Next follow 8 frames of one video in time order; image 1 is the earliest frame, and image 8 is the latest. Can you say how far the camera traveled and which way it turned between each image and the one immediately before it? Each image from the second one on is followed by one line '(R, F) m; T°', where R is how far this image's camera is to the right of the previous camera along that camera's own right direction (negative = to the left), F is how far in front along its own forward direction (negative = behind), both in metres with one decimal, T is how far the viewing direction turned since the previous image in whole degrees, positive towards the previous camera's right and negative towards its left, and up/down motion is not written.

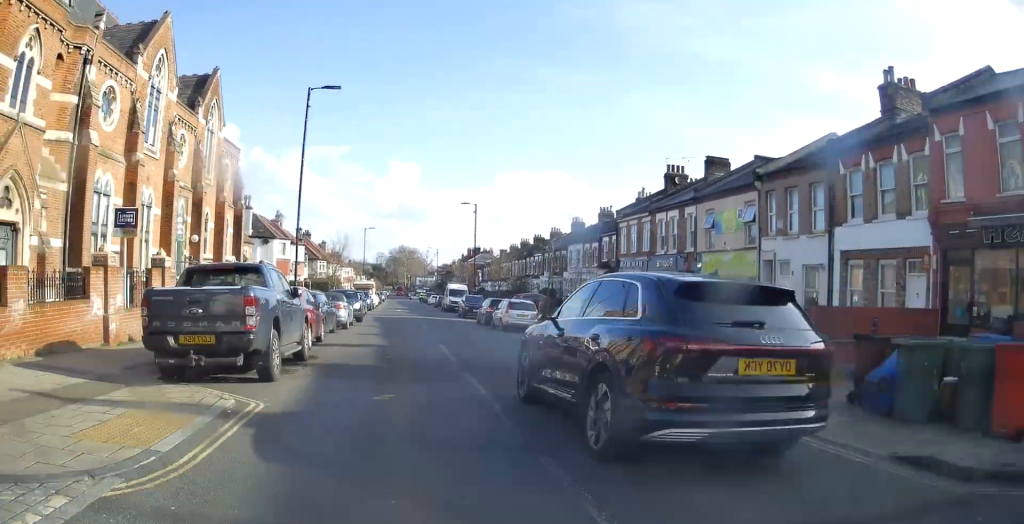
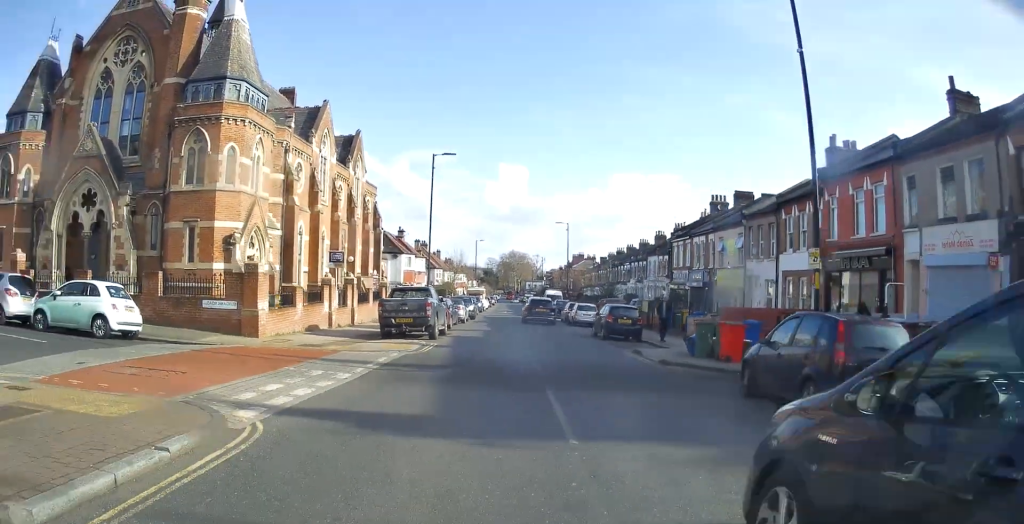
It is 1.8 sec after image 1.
(+0.8, +11.9) m; +9°
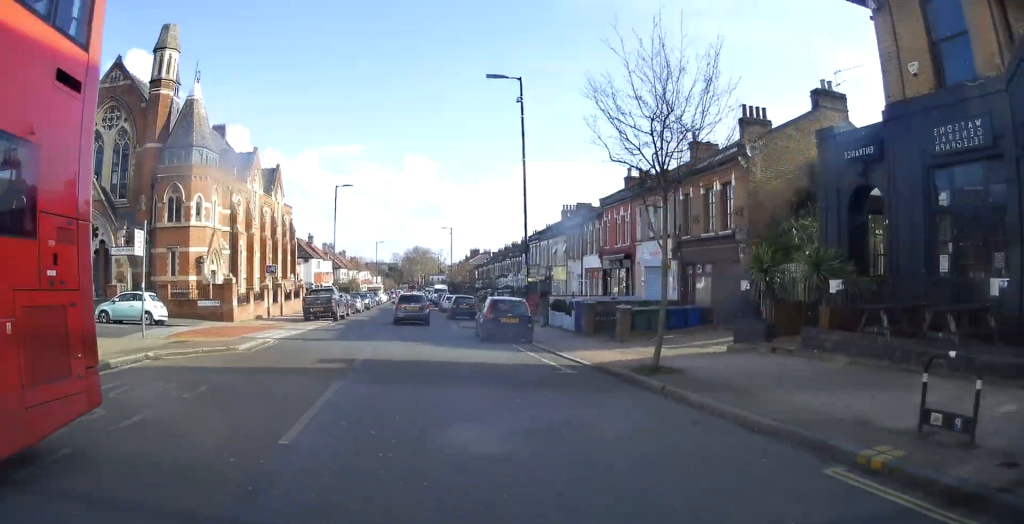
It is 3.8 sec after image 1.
(-0.4, +12.9) m; -10°
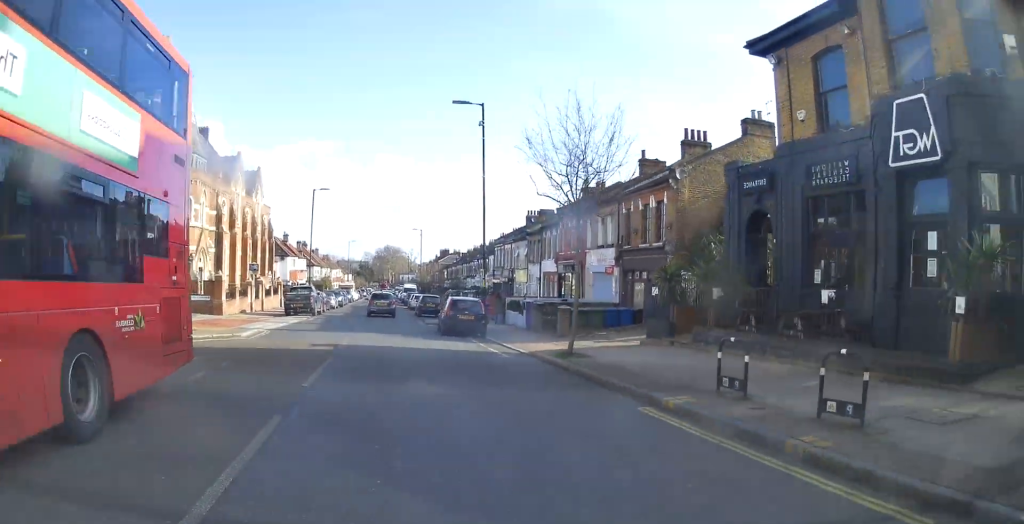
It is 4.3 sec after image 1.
(-0.2, +3.6) m; -1°
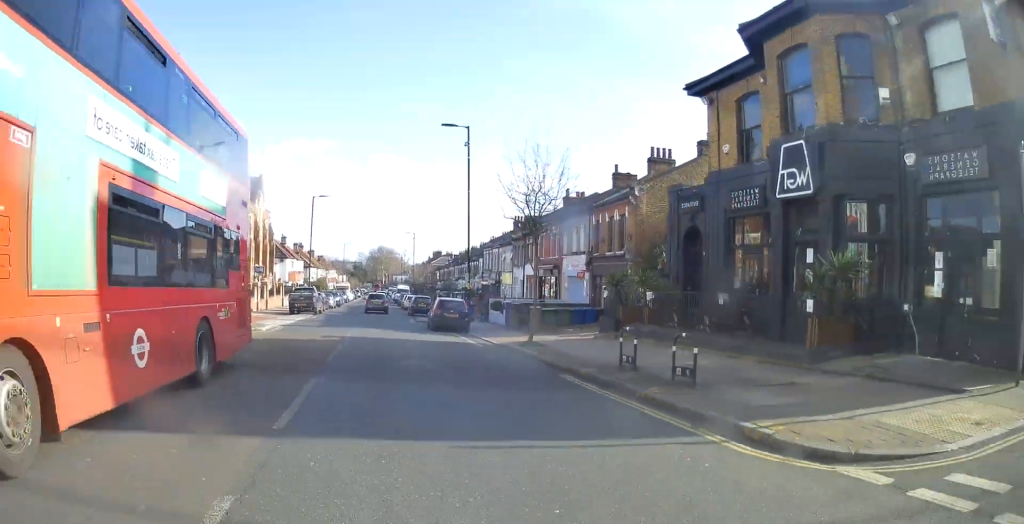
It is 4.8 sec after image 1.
(-0.1, +3.6) m; -1°
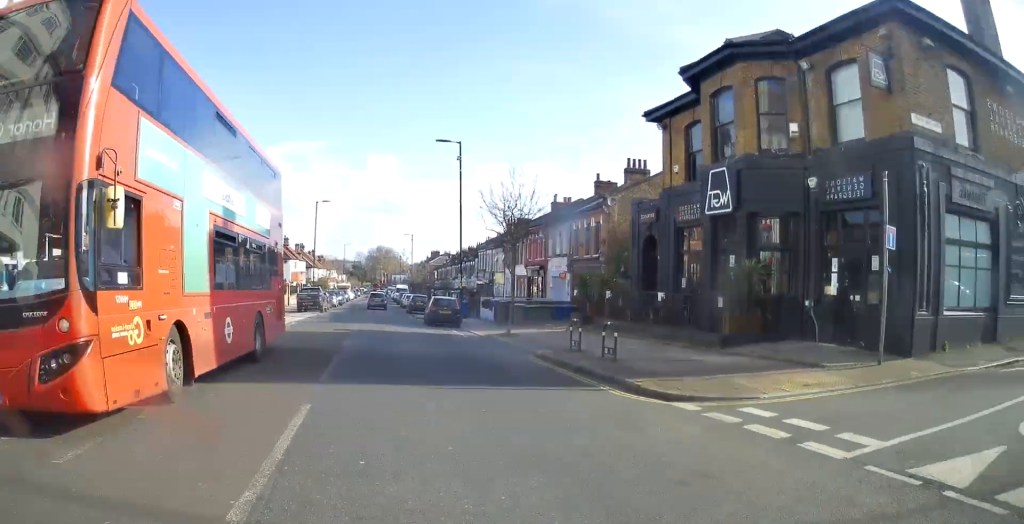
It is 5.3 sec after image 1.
(+0.1, +3.5) m; 0°
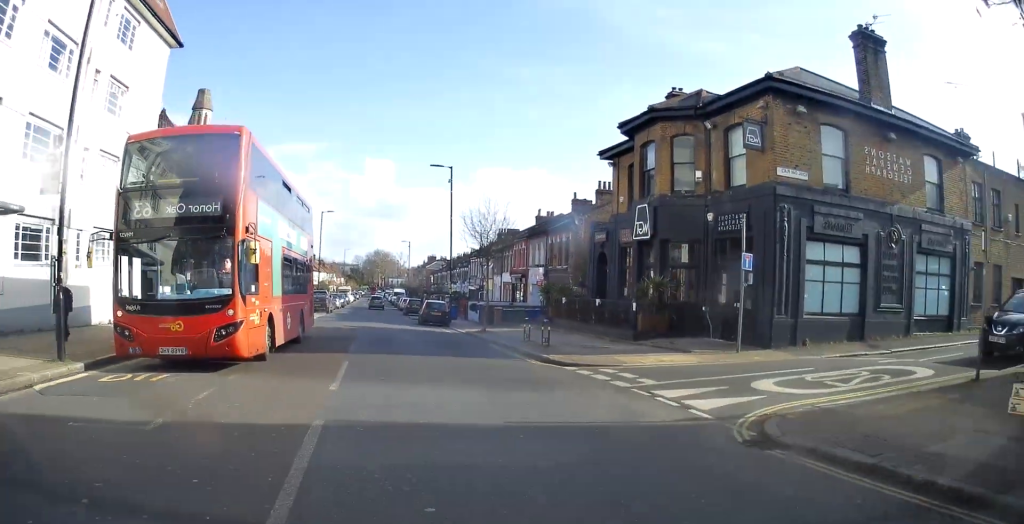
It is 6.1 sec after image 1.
(0.0, +5.4) m; 0°
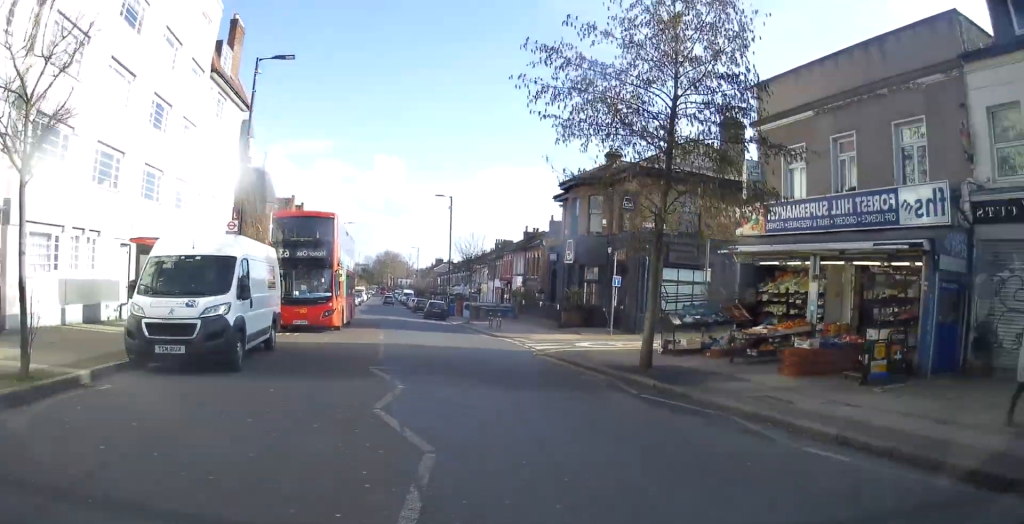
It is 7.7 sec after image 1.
(-0.1, +11.5) m; -1°
